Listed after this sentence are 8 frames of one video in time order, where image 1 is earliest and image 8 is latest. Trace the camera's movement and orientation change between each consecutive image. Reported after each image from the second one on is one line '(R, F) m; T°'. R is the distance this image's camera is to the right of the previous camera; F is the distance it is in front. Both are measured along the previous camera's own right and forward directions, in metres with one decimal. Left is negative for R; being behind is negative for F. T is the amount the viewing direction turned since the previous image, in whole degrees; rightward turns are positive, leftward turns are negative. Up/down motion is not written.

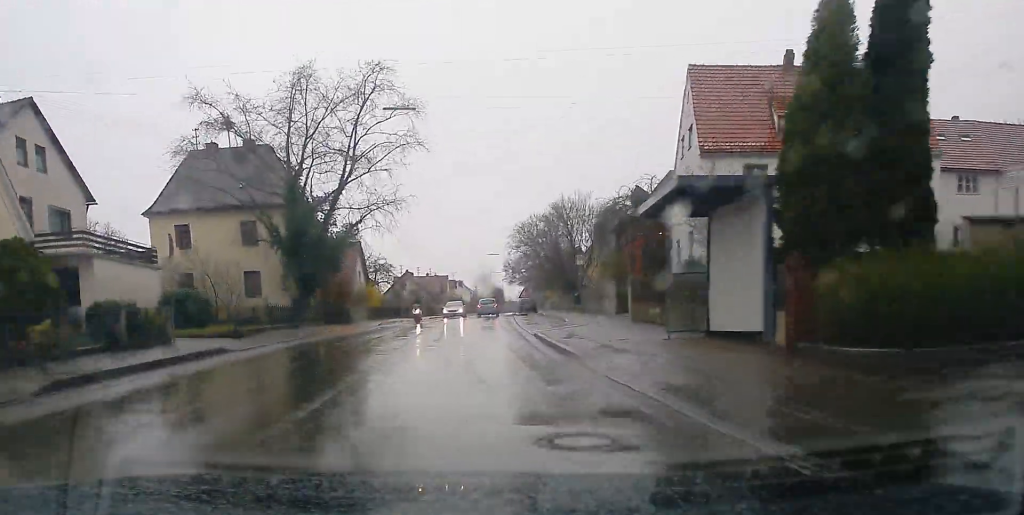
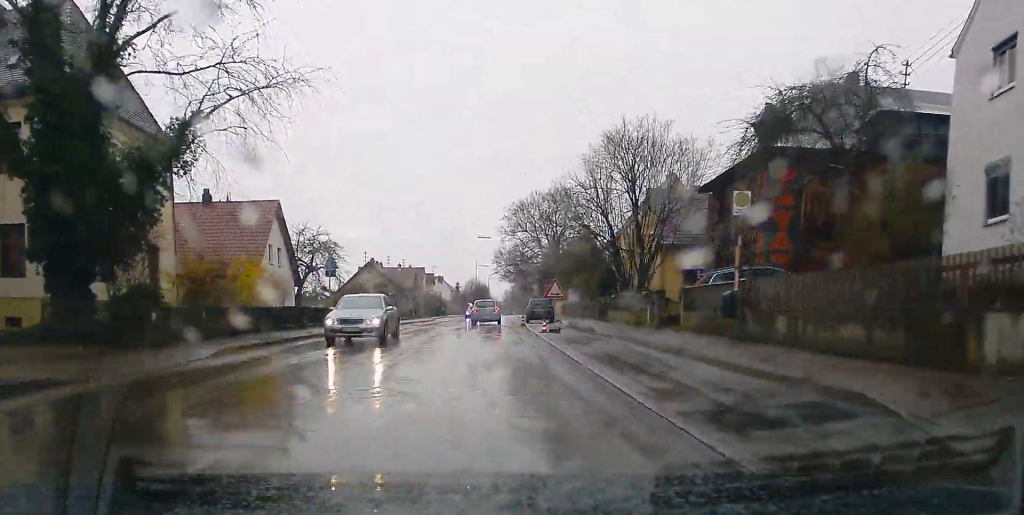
(+0.1, +25.4) m; 0°
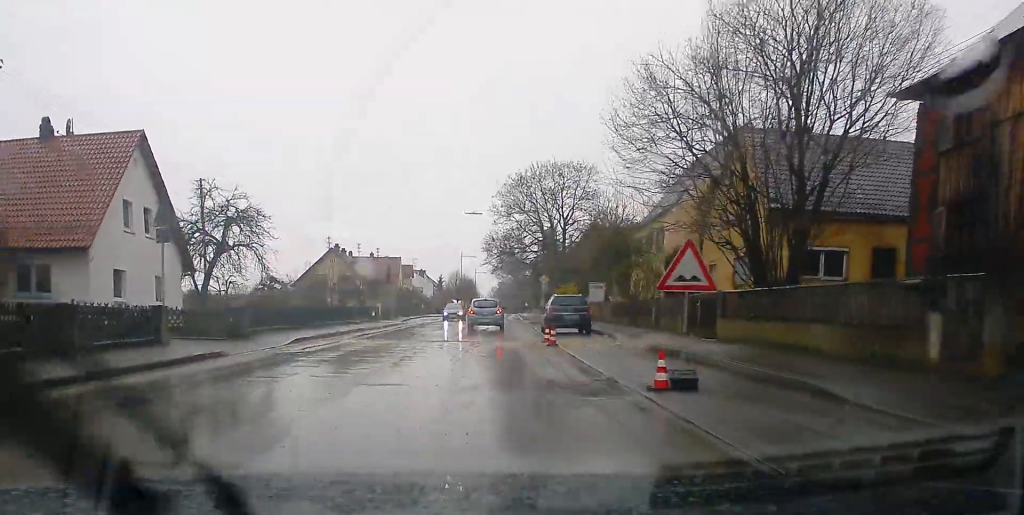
(0.0, +17.0) m; +2°
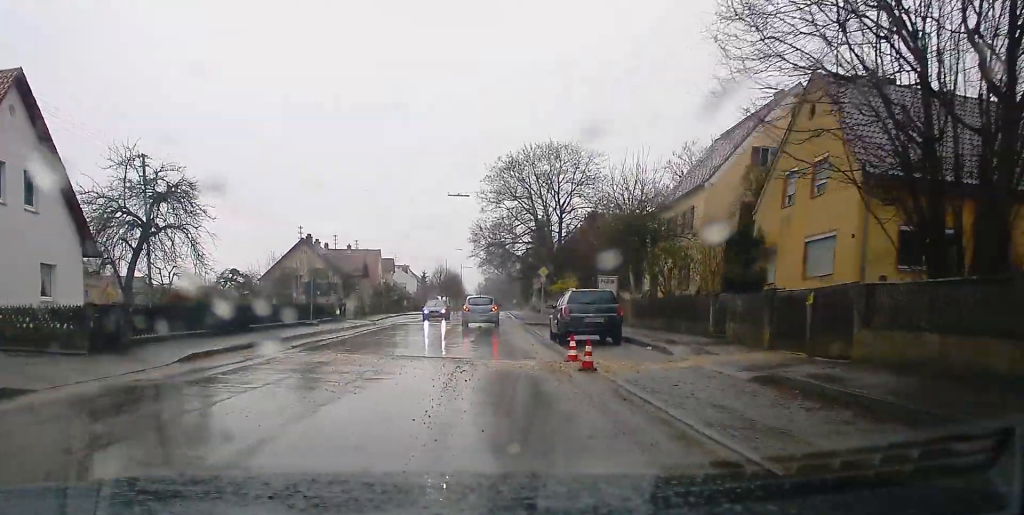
(+0.1, +7.4) m; +1°
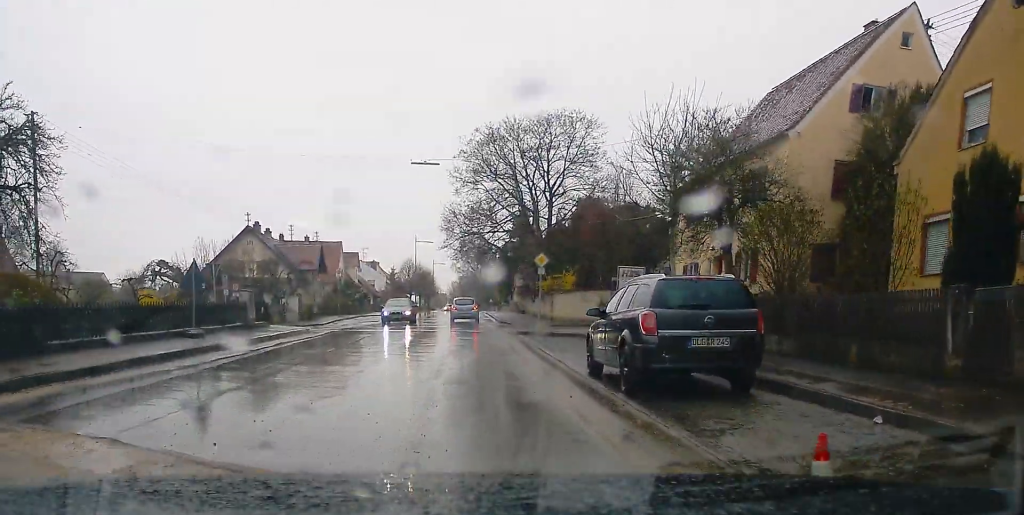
(+0.2, +11.2) m; 0°
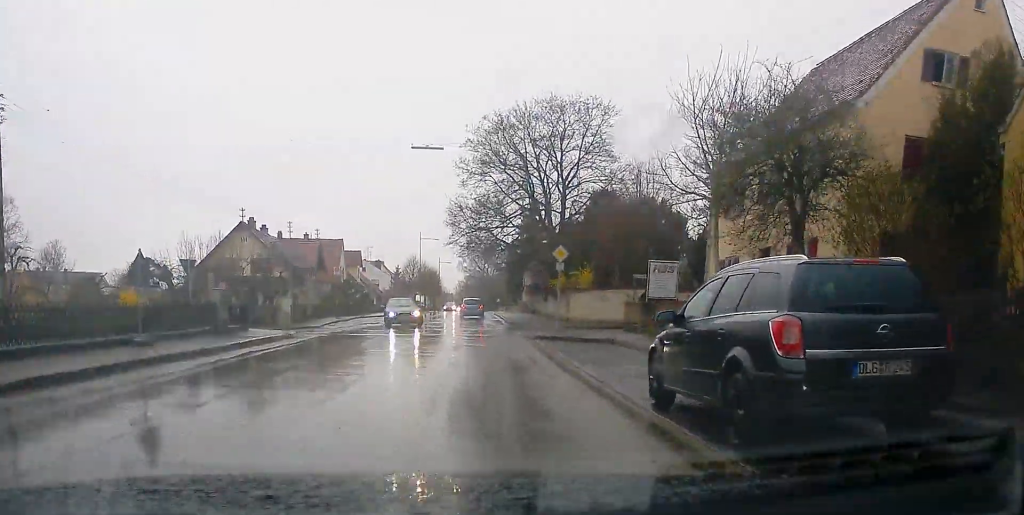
(-0.2, +5.6) m; 0°
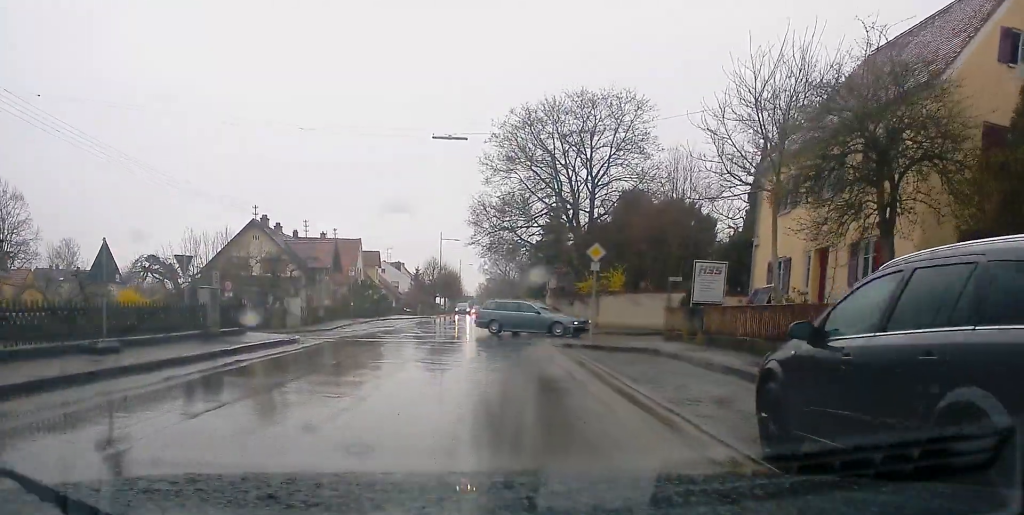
(+0.1, +5.7) m; +1°
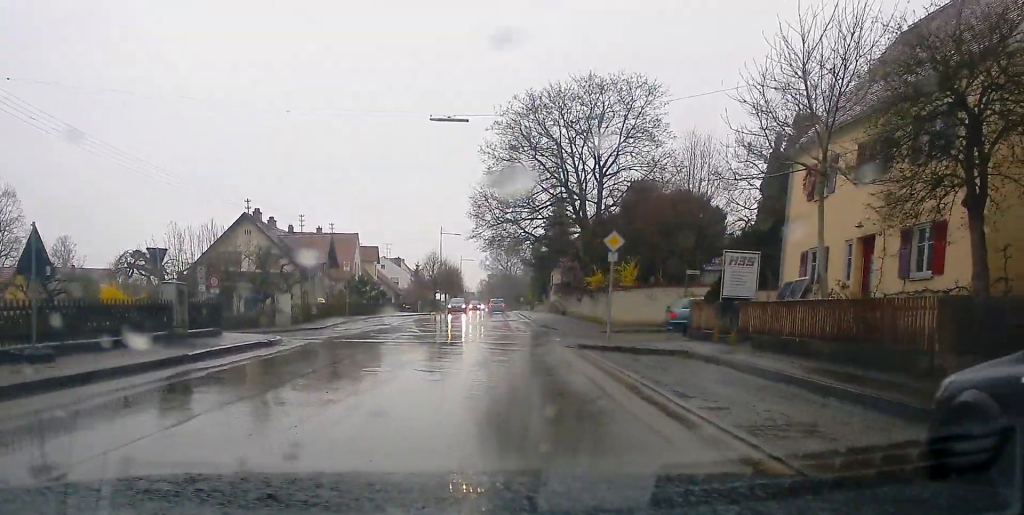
(0.0, +4.6) m; +1°
